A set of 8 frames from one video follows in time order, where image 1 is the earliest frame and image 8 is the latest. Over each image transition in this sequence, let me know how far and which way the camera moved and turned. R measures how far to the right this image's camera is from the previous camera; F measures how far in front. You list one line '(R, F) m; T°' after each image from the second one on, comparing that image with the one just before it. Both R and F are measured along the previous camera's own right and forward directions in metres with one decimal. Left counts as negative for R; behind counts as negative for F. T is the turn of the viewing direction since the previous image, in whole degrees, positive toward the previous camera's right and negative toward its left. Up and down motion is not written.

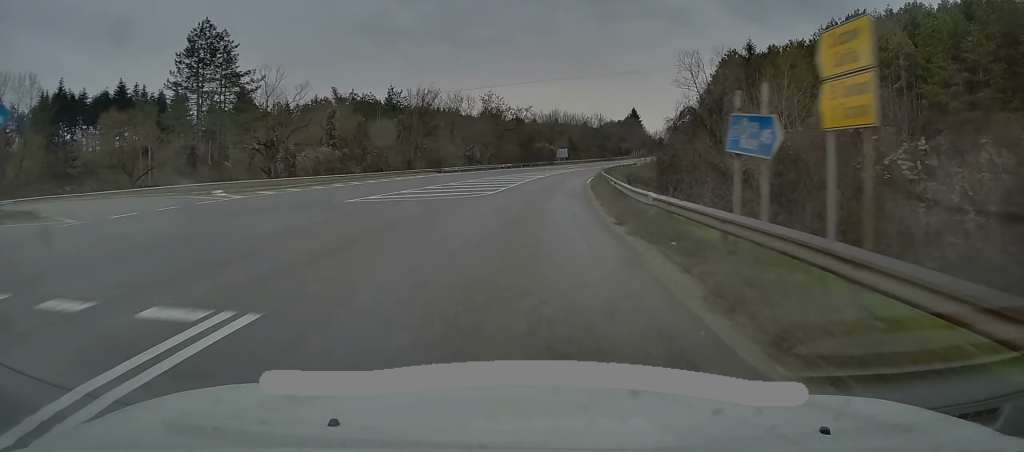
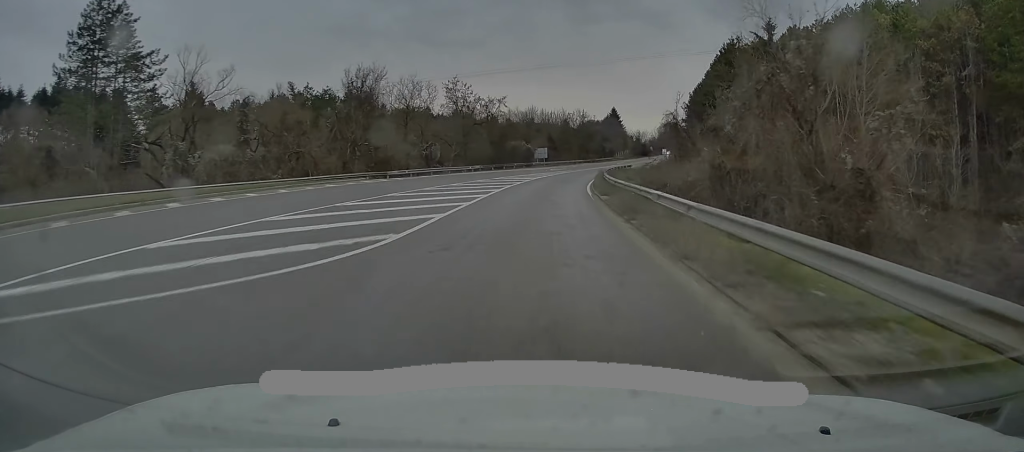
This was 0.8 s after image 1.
(+0.3, +15.9) m; +4°
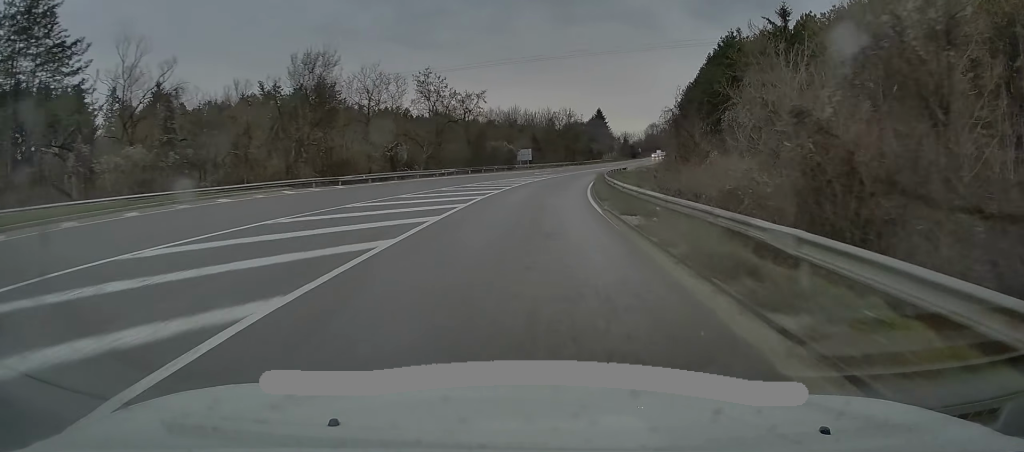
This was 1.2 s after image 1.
(+0.4, +9.1) m; +2°
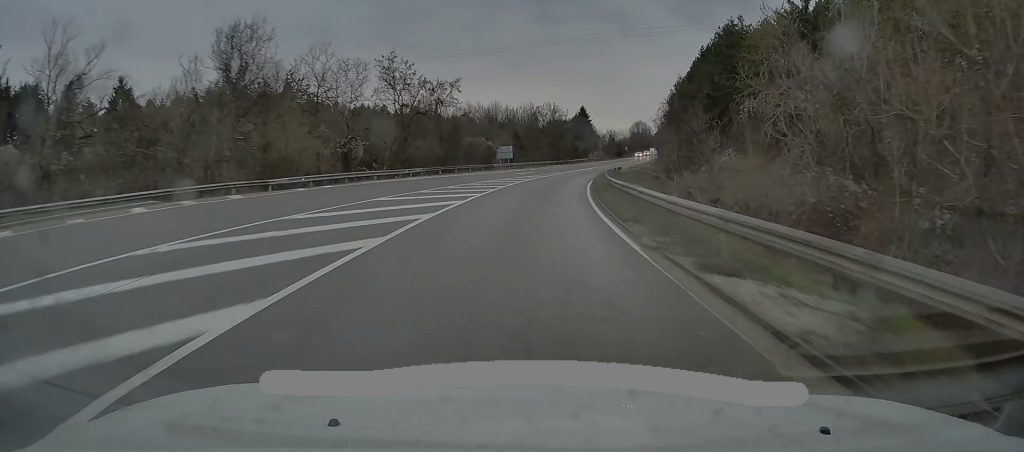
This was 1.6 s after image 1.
(+0.3, +9.2) m; +2°
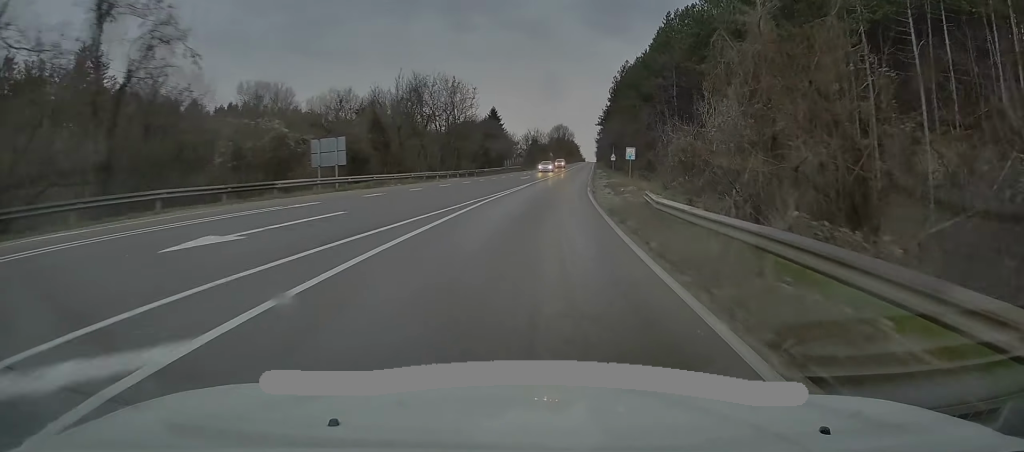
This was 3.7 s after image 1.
(+2.7, +44.2) m; +8°
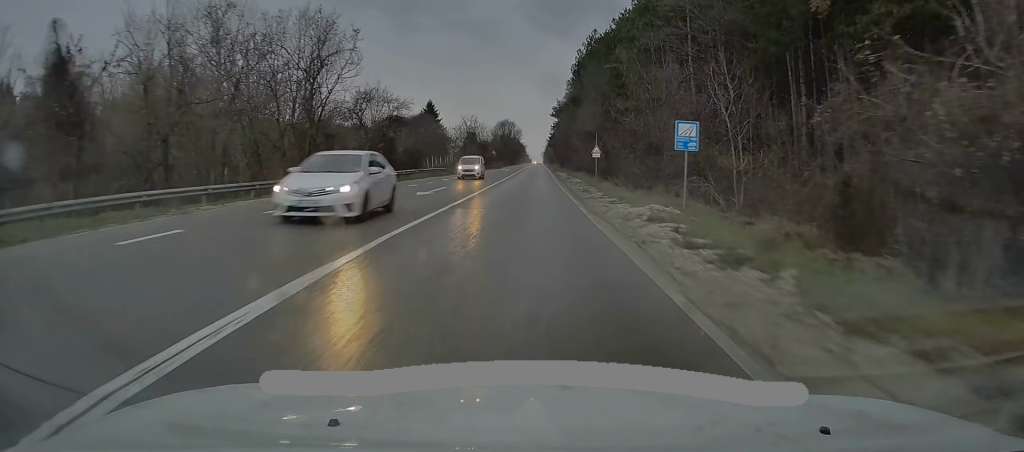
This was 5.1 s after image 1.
(+1.3, +31.5) m; +4°
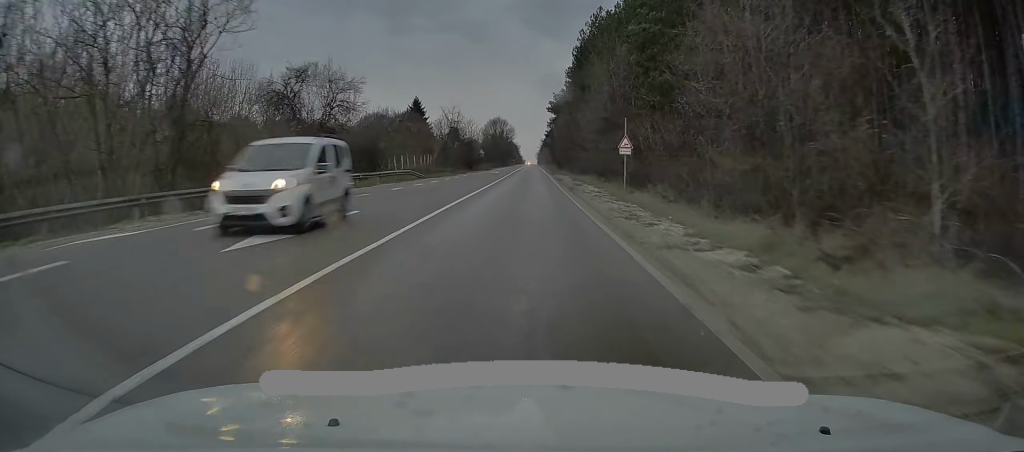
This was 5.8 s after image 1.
(+0.3, +15.5) m; +1°
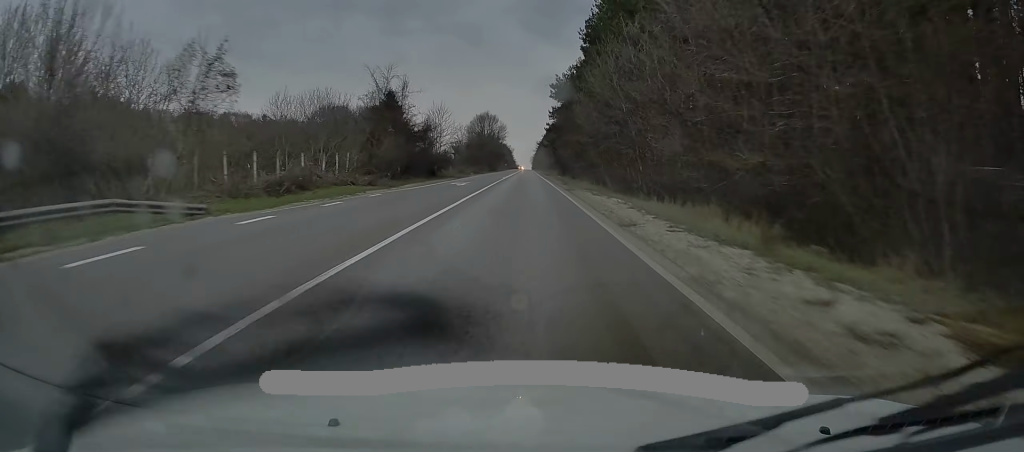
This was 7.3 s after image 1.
(+0.5, +34.0) m; +1°
